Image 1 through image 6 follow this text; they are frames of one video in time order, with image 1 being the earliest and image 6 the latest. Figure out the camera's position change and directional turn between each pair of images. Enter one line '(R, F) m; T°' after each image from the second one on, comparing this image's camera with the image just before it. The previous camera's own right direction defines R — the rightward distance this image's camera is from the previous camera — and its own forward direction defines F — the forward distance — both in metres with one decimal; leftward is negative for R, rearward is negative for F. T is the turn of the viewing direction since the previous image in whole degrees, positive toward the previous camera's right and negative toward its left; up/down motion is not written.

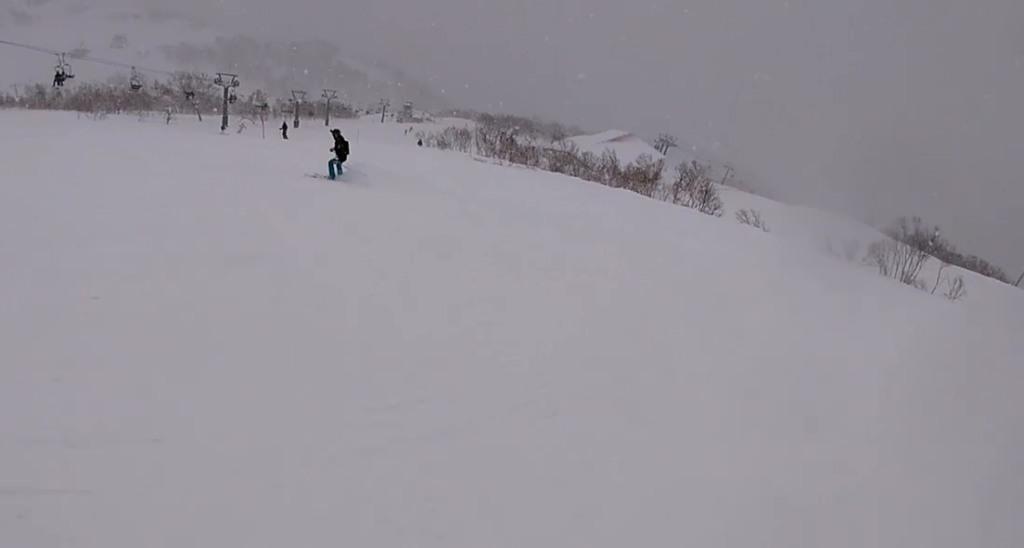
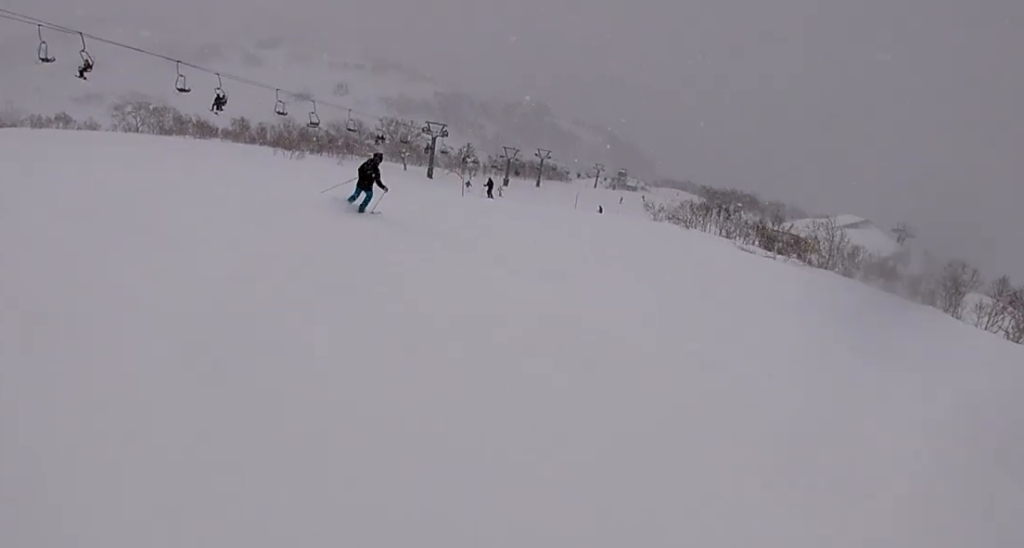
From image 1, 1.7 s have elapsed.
(-1.5, +10.5) m; +3°
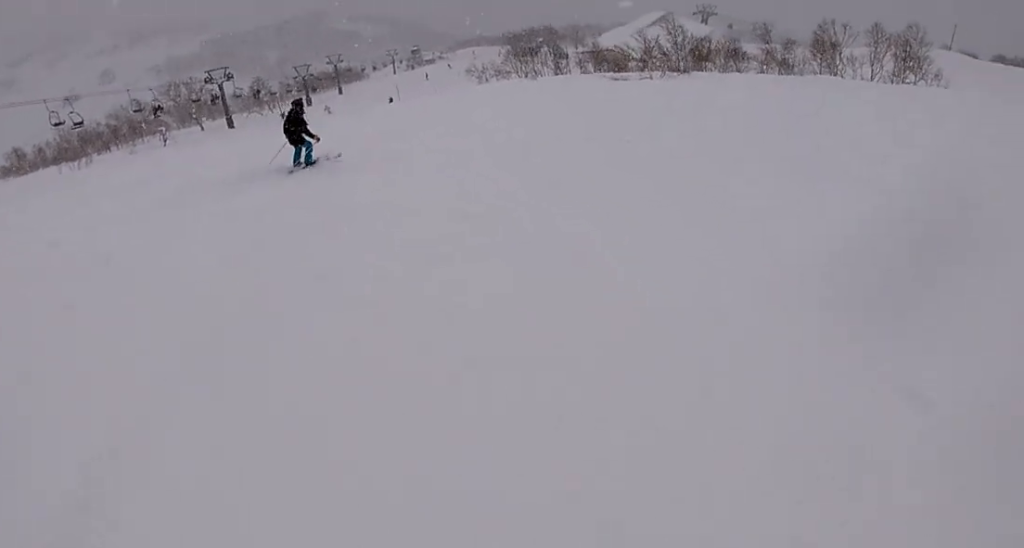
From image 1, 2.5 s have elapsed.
(+0.4, +5.1) m; +20°
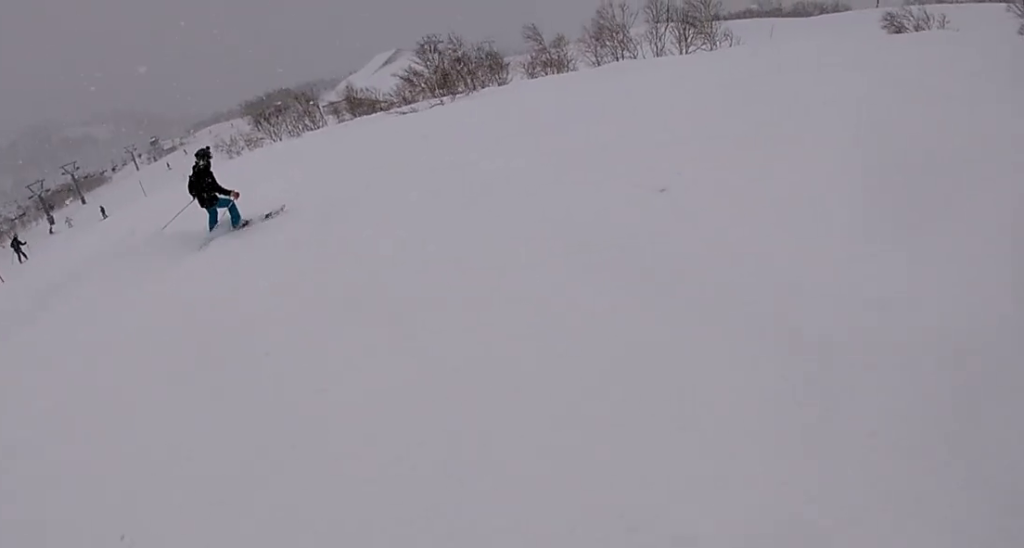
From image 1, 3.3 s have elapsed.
(+1.5, +5.5) m; +9°
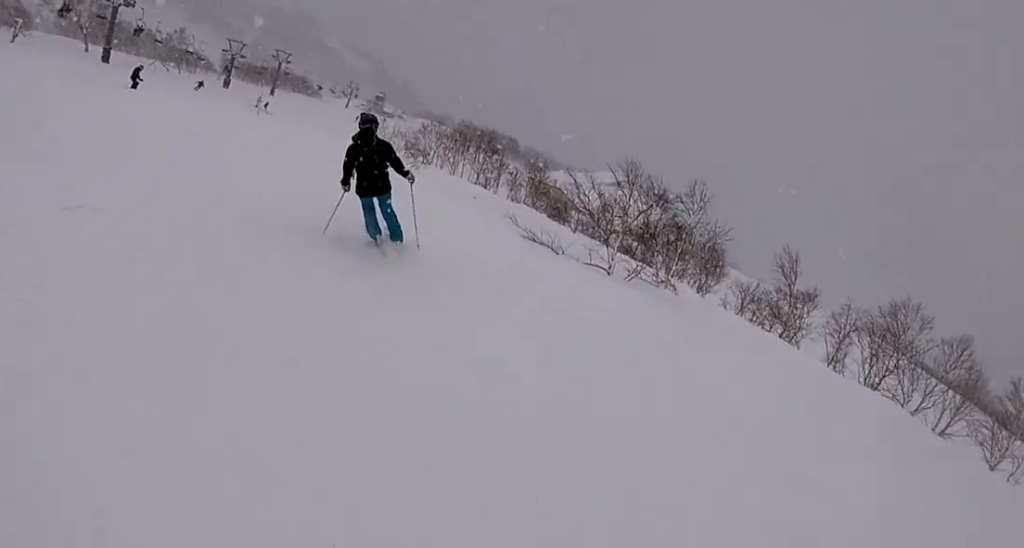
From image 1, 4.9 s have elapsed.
(-1.2, +11.2) m; -23°
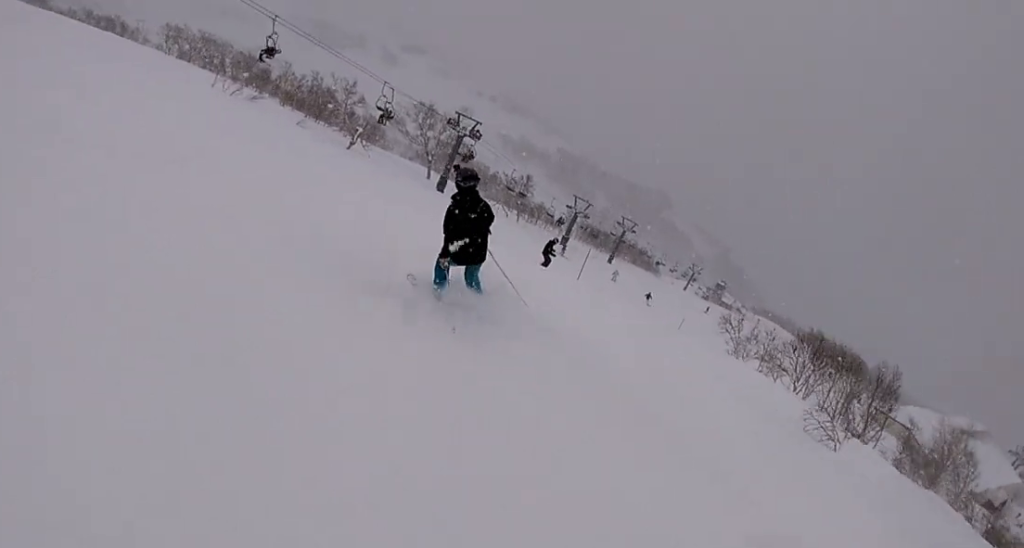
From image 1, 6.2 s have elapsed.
(-2.9, +7.7) m; -43°
